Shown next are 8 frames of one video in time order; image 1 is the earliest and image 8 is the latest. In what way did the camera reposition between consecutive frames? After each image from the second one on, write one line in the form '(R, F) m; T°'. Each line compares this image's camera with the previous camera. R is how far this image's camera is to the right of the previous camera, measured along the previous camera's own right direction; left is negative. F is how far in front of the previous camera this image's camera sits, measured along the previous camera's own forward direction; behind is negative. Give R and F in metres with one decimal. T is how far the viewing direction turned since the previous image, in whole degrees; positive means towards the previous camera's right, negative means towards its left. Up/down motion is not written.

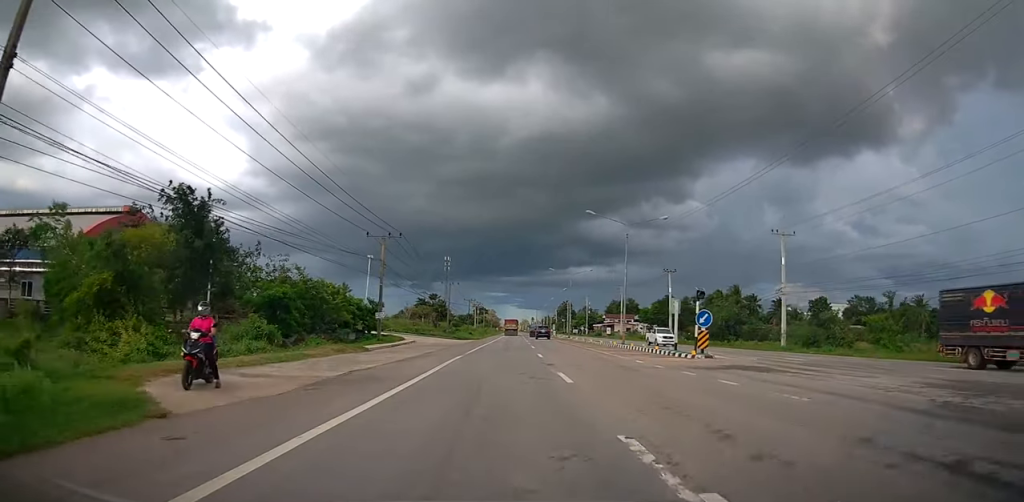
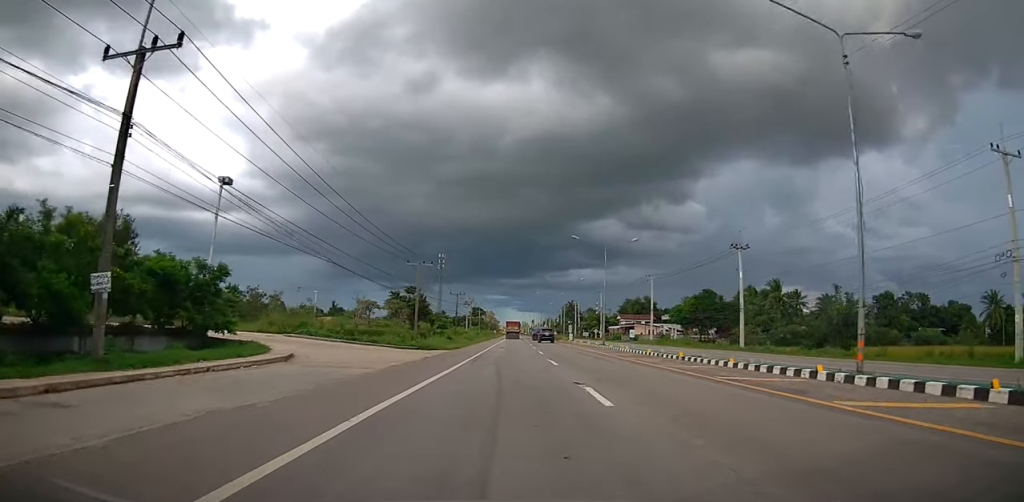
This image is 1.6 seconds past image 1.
(-0.1, +28.1) m; +2°
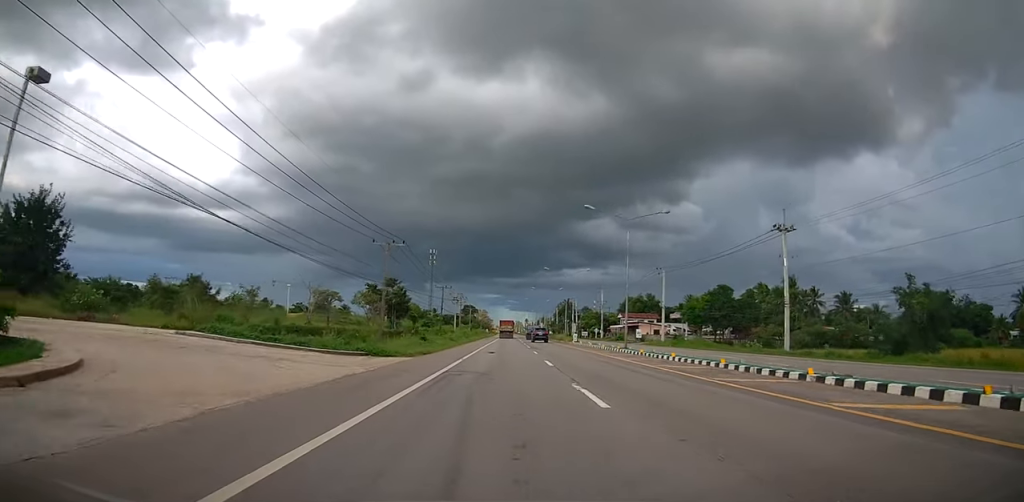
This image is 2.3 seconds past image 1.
(+0.2, +12.0) m; +1°
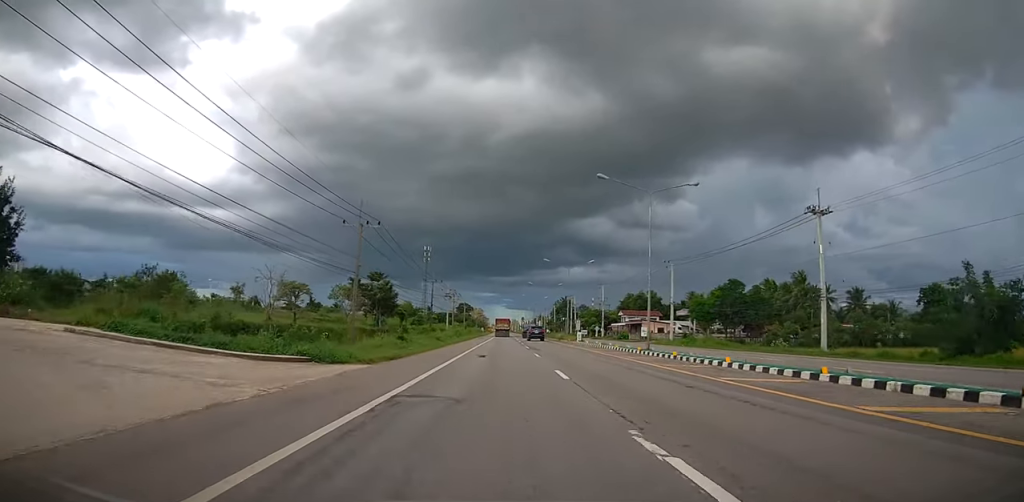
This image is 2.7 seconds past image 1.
(0.0, +7.0) m; 0°
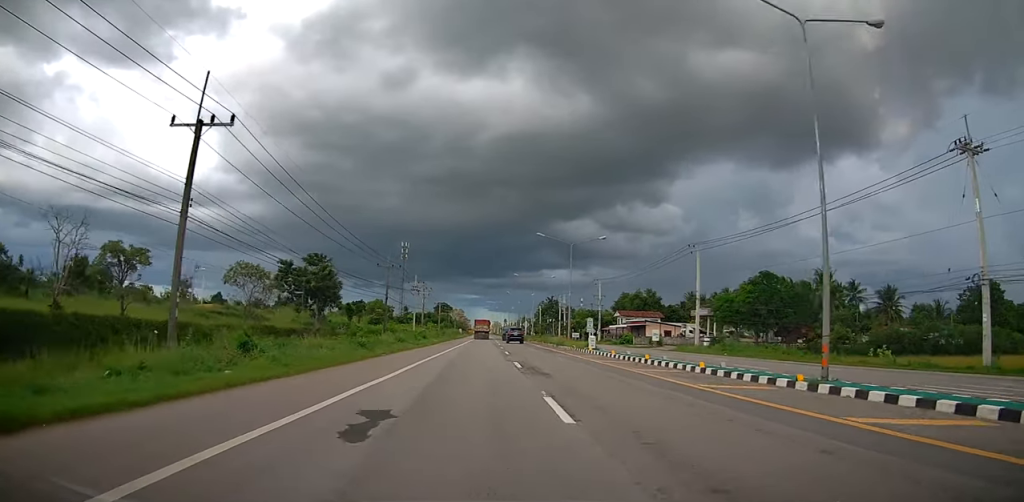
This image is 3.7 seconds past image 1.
(+0.1, +18.7) m; 0°
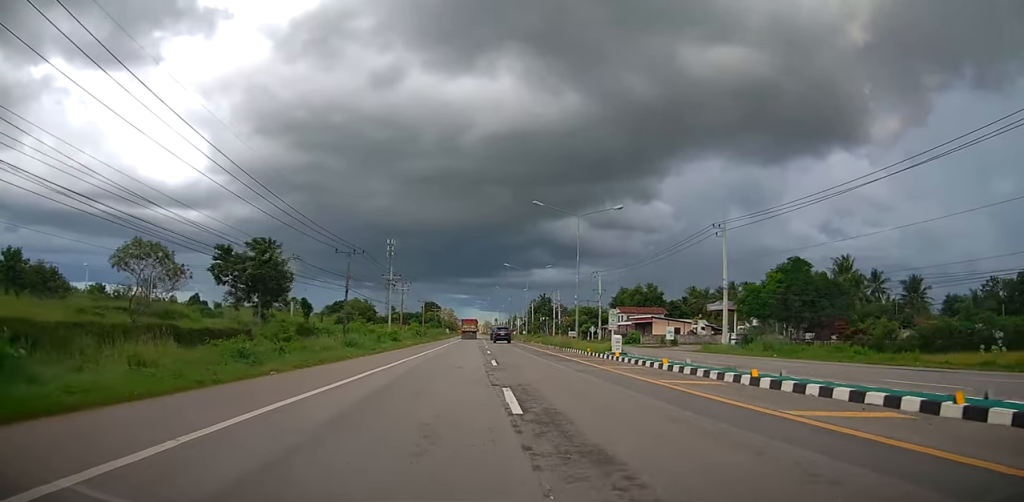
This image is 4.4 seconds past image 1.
(0.0, +11.3) m; 0°
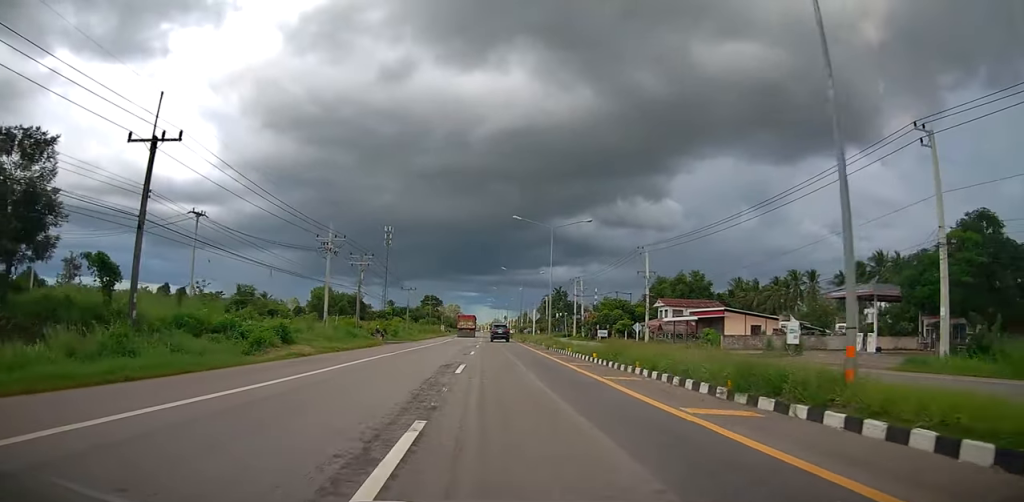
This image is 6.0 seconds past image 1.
(-0.2, +29.4) m; 0°
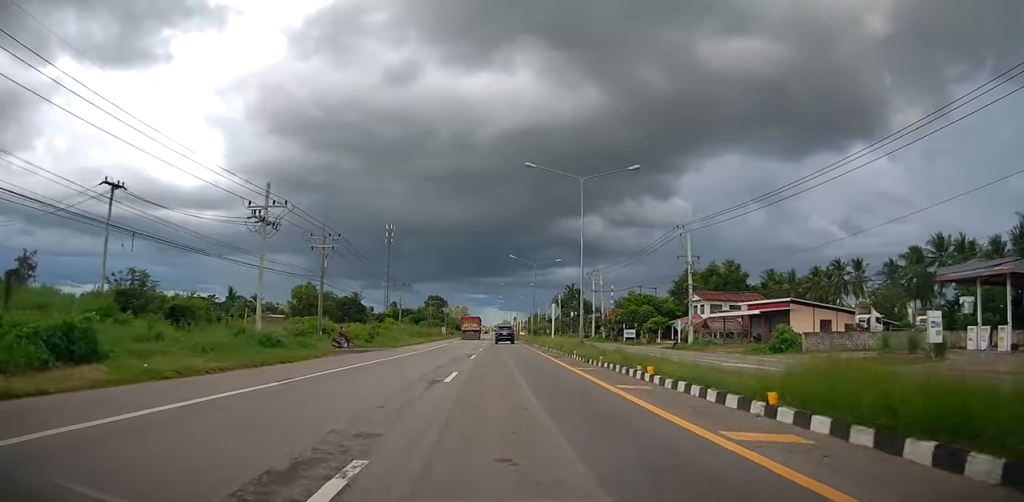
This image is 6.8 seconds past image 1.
(+0.1, +14.4) m; 0°
